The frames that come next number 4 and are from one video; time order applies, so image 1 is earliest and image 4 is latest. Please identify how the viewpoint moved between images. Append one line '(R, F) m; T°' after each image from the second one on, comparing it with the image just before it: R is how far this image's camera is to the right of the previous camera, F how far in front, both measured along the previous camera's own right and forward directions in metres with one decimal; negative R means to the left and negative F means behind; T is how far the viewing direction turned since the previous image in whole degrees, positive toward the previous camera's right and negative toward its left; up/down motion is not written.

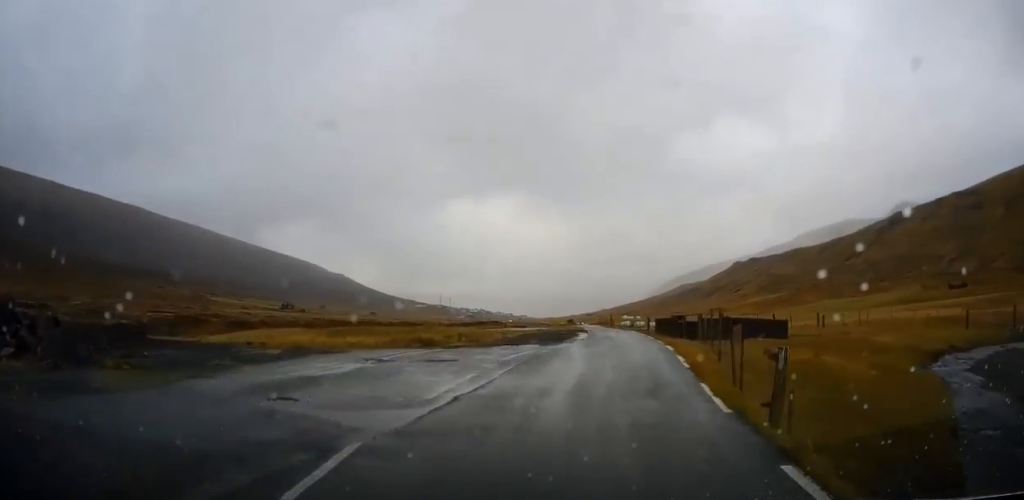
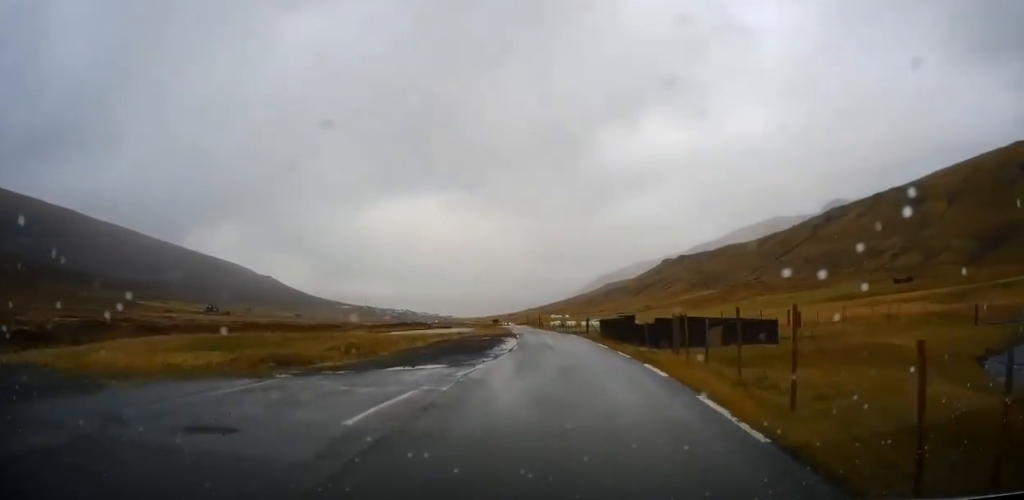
(+0.2, +10.3) m; +2°
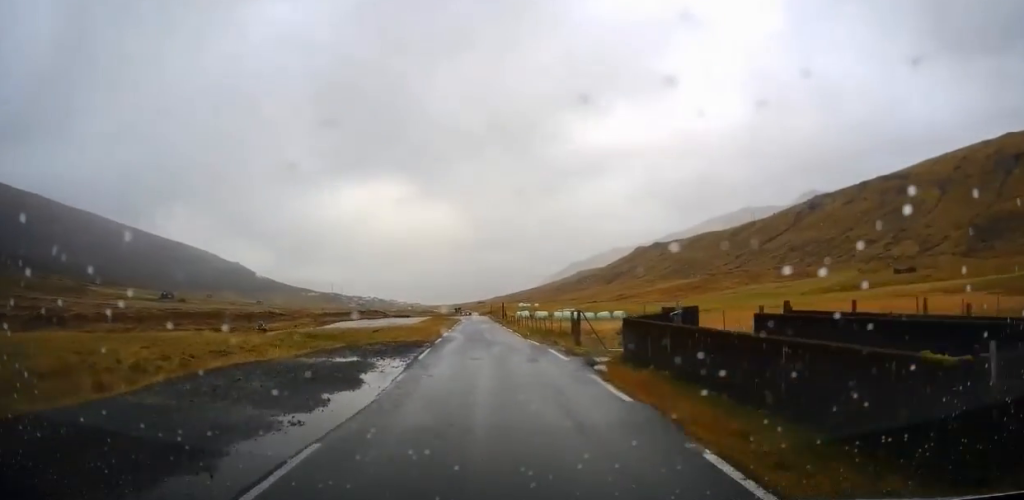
(+1.7, +29.9) m; +7°
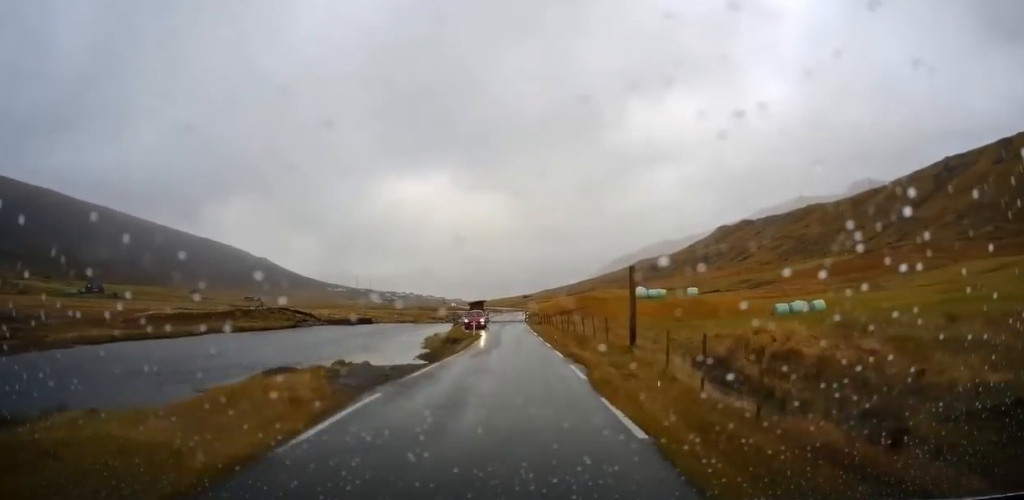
(-2.1, +121.6) m; -1°
